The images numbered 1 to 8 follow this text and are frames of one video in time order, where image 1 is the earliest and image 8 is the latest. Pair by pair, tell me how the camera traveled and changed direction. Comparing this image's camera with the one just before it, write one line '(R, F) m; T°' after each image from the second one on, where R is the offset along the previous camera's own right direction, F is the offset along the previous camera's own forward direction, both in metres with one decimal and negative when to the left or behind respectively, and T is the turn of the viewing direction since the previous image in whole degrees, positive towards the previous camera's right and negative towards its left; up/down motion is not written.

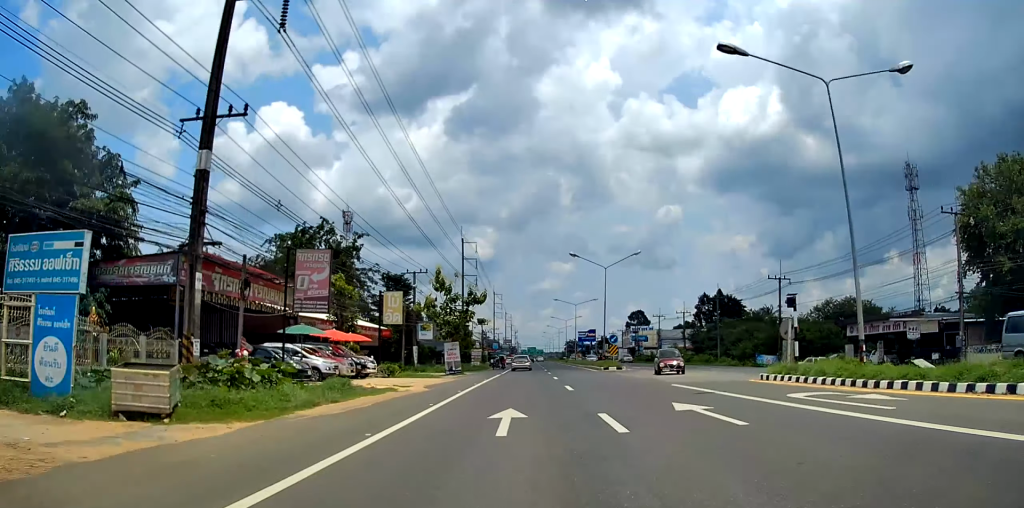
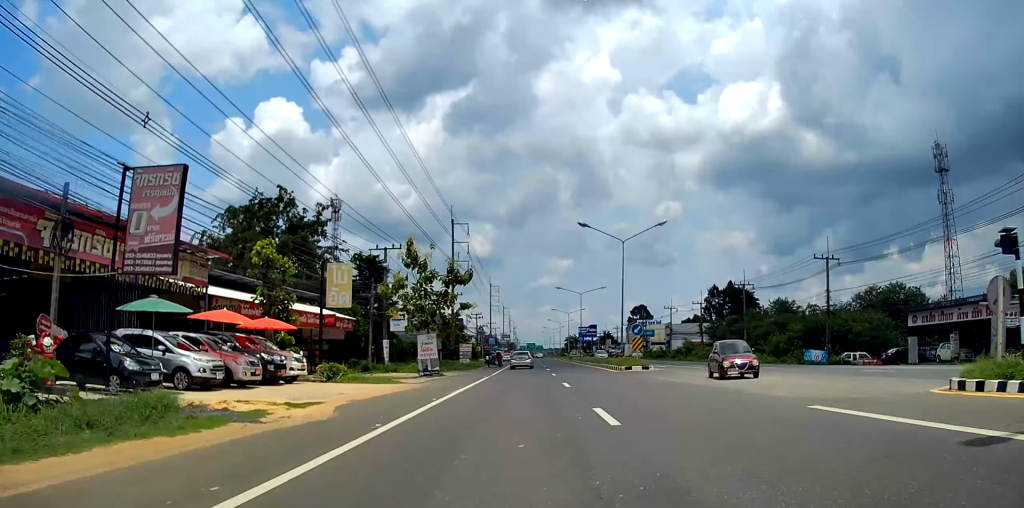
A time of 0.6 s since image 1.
(0.0, +11.3) m; -1°
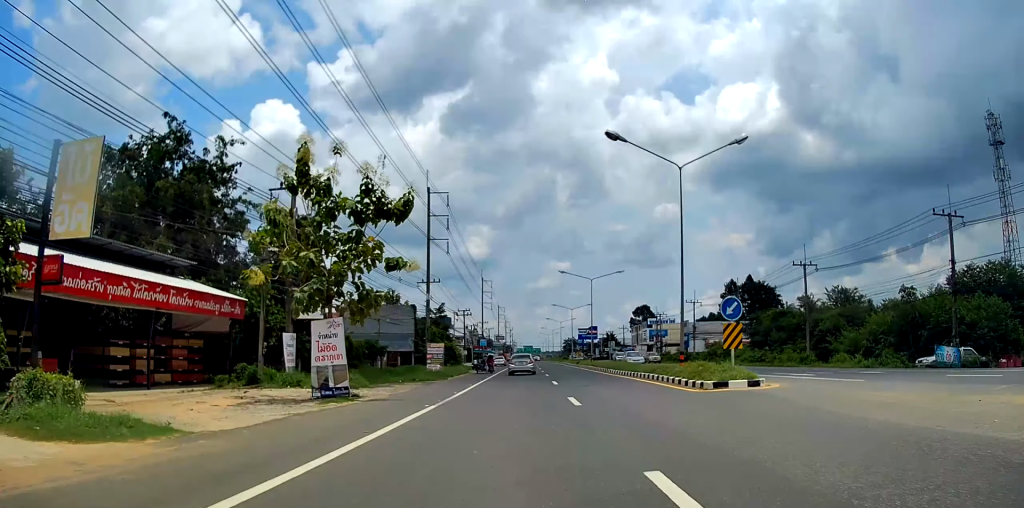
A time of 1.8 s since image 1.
(-0.2, +19.4) m; +1°
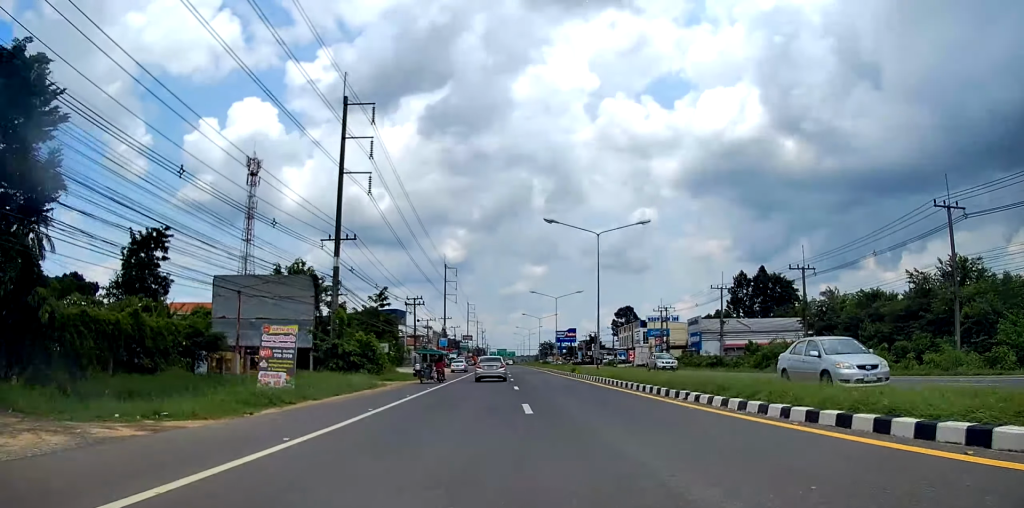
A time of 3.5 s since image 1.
(+0.7, +26.7) m; +2°
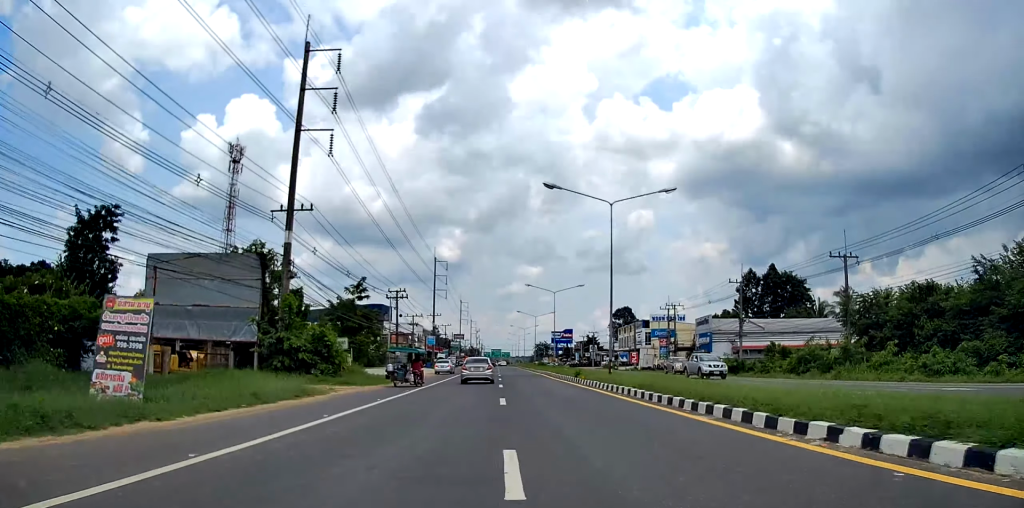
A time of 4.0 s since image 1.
(0.0, +8.3) m; 0°
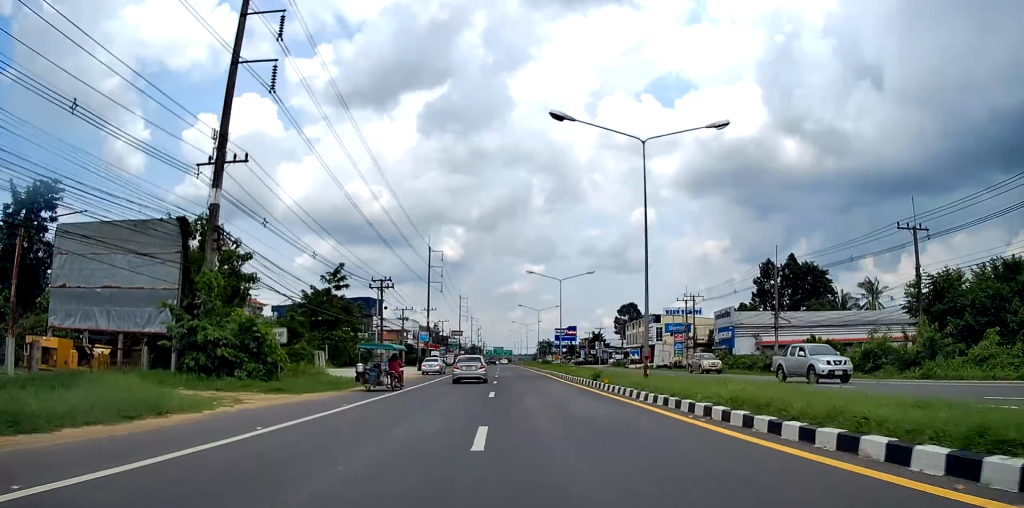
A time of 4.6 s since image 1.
(+0.1, +8.1) m; 0°
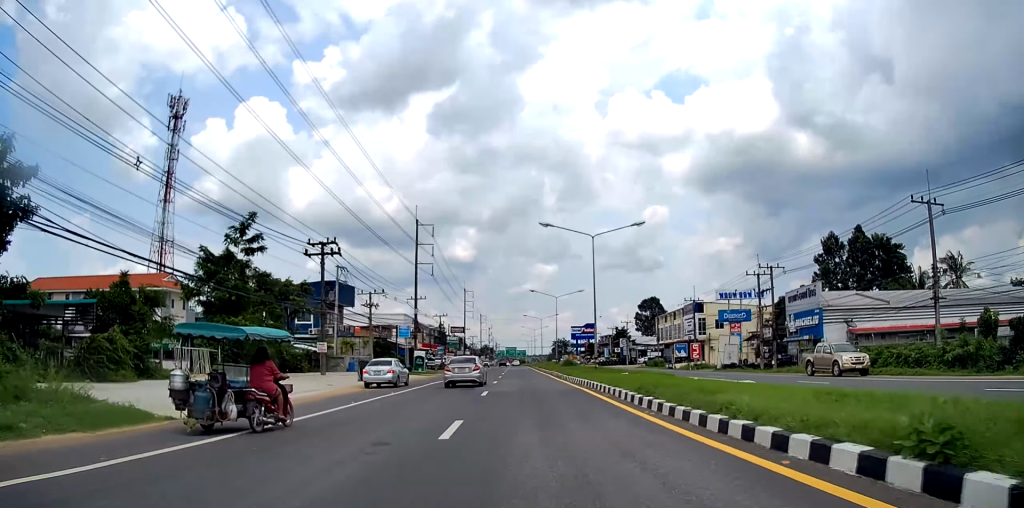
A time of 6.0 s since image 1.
(-0.1, +22.1) m; -2°
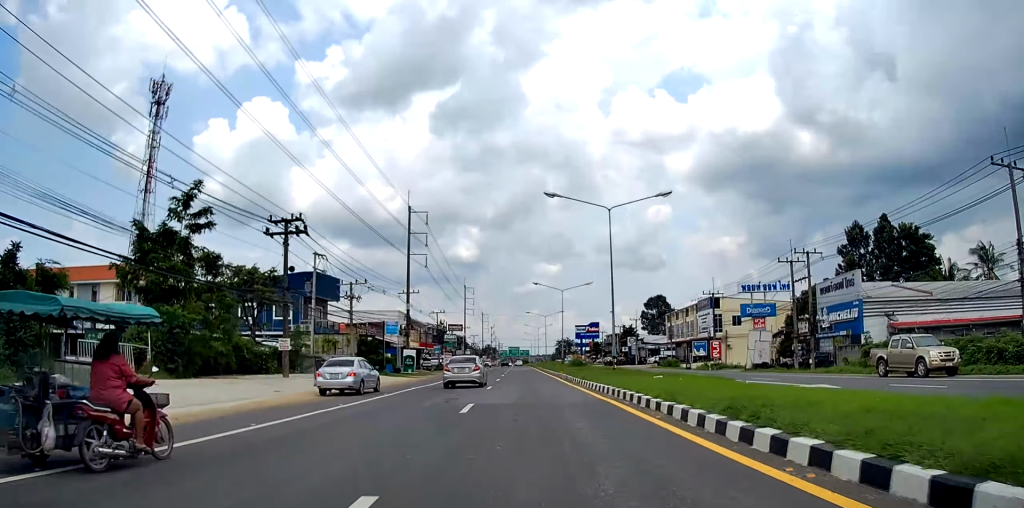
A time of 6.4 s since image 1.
(-0.2, +7.4) m; 0°
